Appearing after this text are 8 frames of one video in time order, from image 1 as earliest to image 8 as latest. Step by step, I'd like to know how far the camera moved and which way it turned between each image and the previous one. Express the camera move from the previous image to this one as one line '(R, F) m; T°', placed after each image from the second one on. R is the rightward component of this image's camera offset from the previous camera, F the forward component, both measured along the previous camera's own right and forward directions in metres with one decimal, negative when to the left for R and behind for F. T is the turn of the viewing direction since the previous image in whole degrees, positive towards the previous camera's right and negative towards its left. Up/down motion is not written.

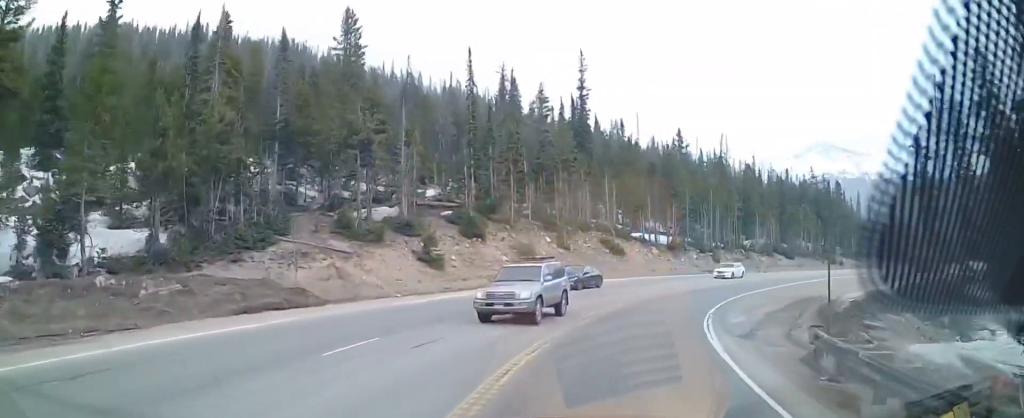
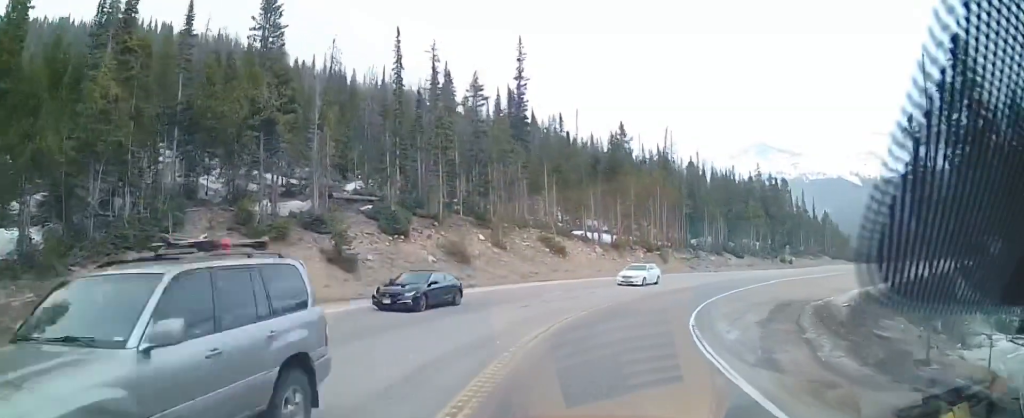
(+0.4, +6.1) m; +5°
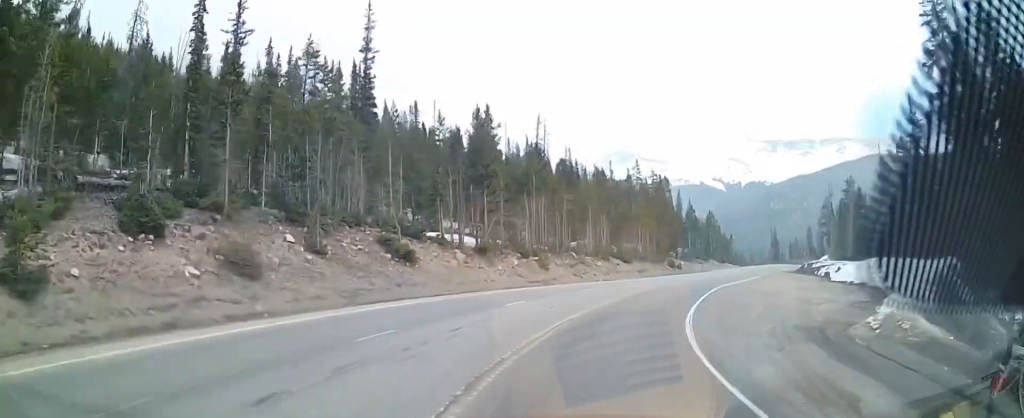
(+1.4, +16.2) m; +8°
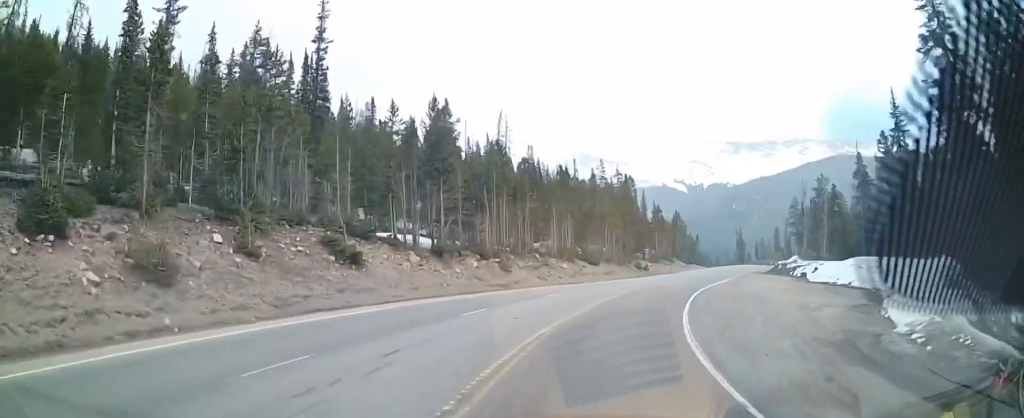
(+0.3, +4.3) m; 0°
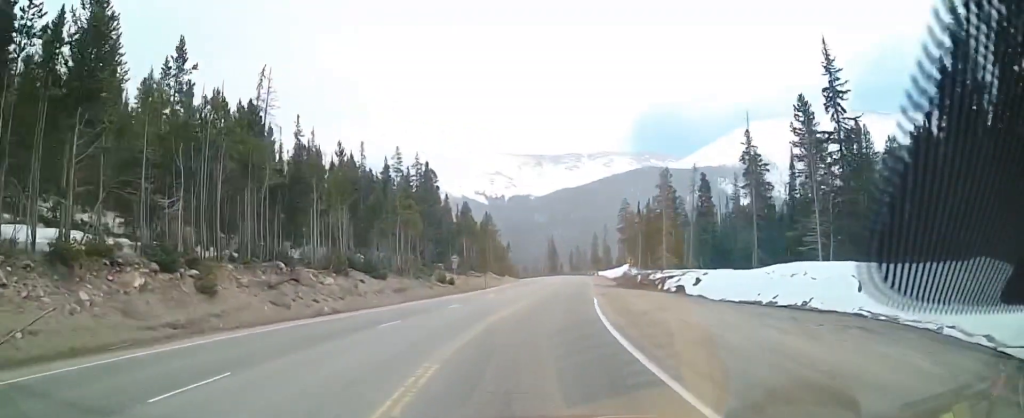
(+2.0, +25.1) m; +18°
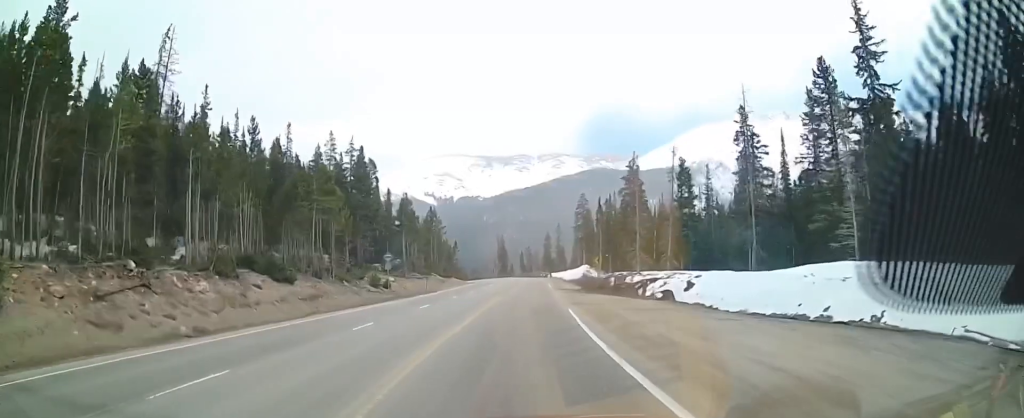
(+1.4, +12.2) m; +12°
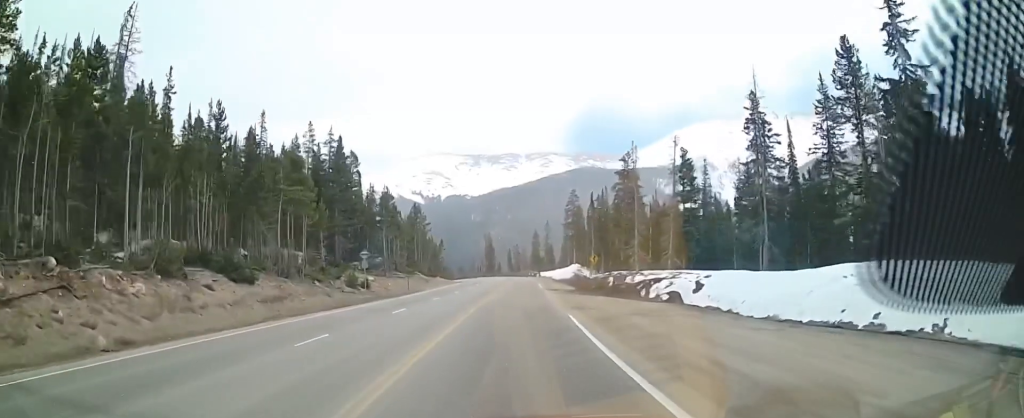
(+0.2, +4.8) m; +5°
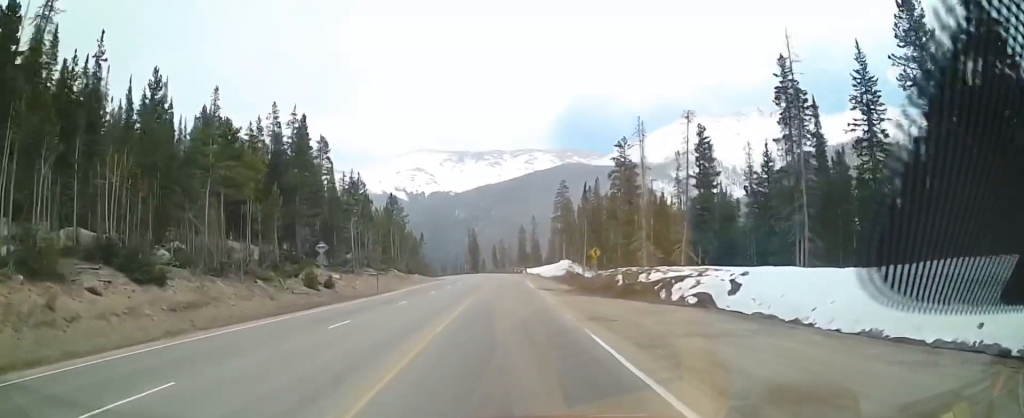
(+0.7, +8.5) m; +7°
